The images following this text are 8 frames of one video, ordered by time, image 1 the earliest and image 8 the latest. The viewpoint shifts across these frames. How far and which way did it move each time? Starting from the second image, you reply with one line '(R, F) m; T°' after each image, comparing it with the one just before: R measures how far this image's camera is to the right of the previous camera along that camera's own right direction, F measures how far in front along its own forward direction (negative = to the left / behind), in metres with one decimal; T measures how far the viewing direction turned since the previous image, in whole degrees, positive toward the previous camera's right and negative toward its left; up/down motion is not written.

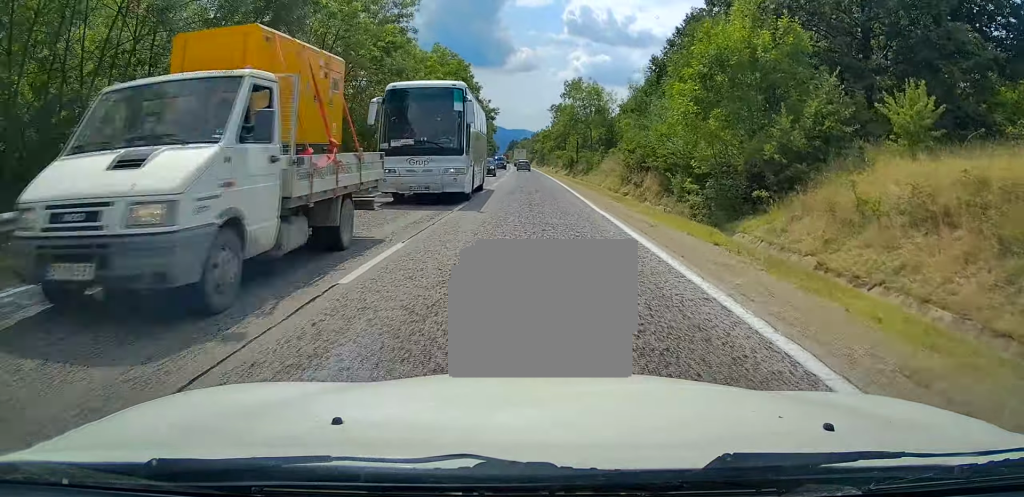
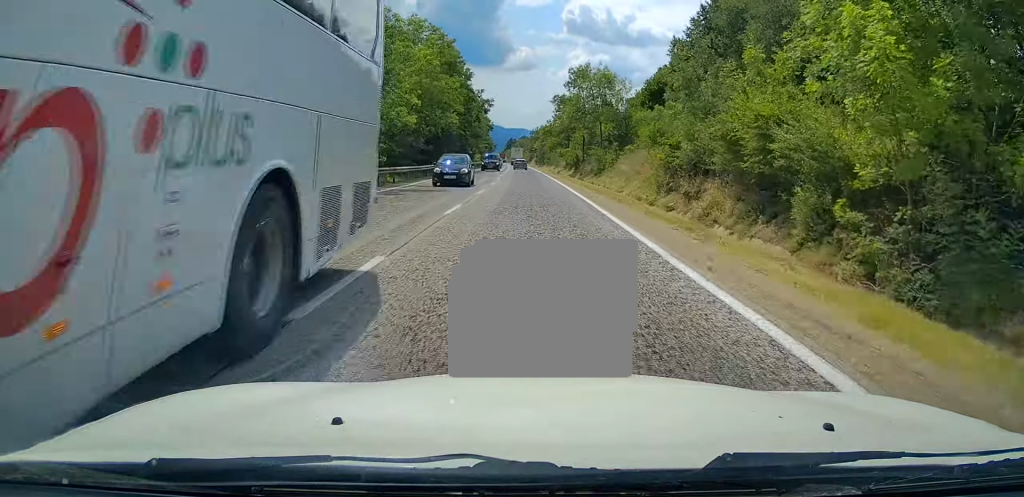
(0.0, +10.9) m; 0°
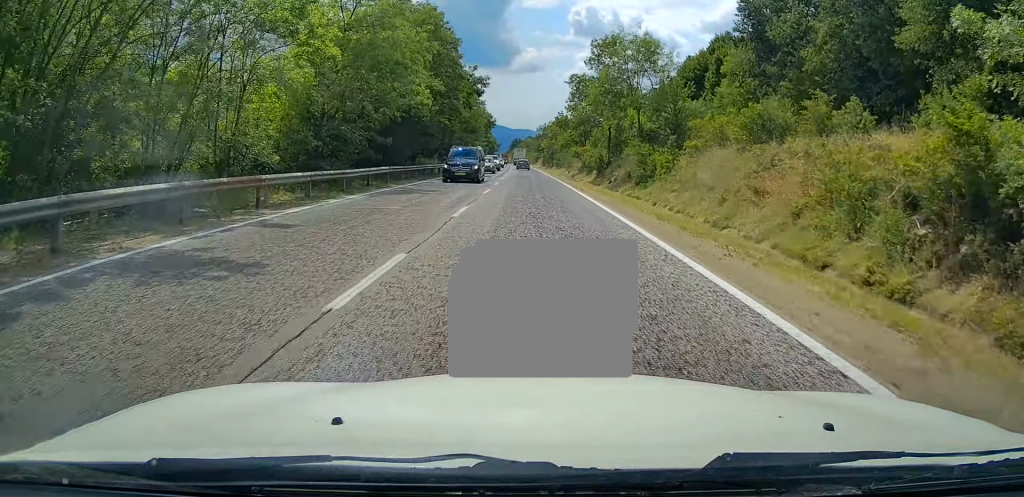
(0.0, +17.9) m; 0°
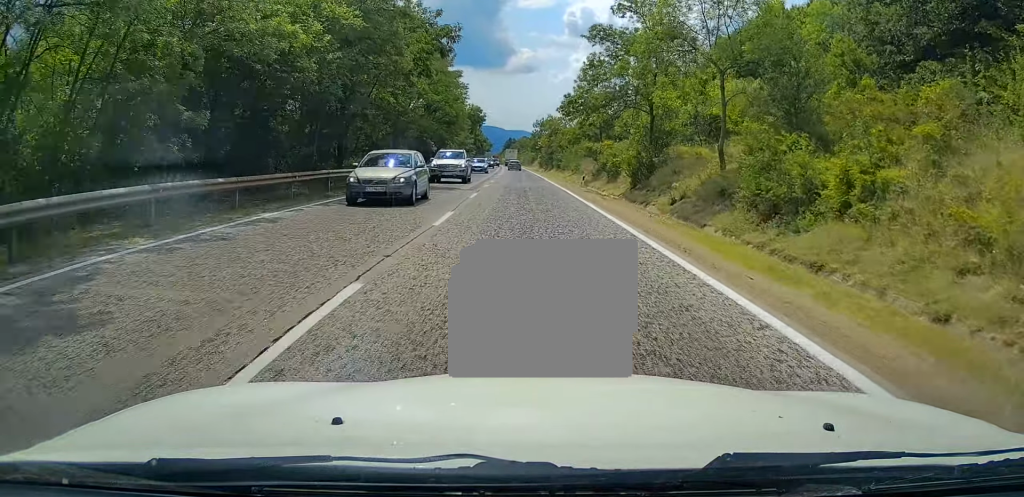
(0.0, +19.8) m; 0°
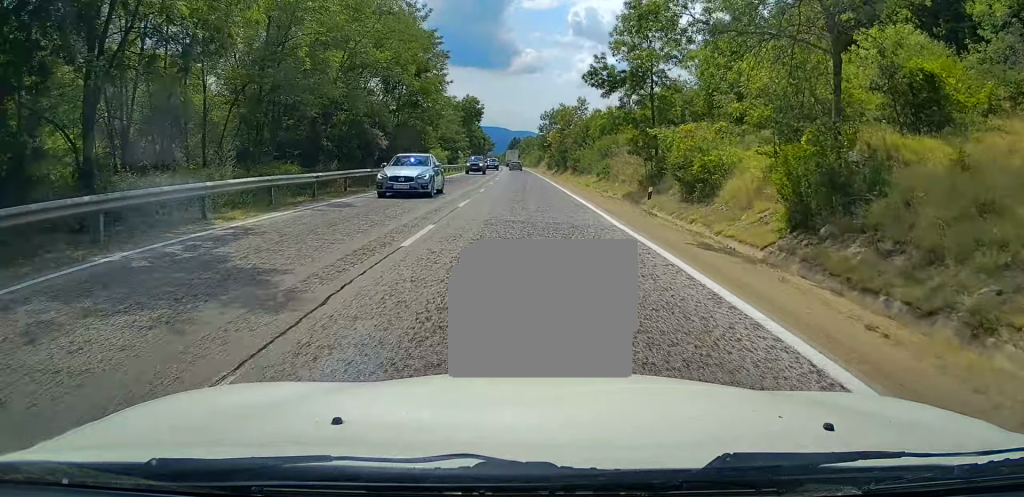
(0.0, +20.5) m; 0°
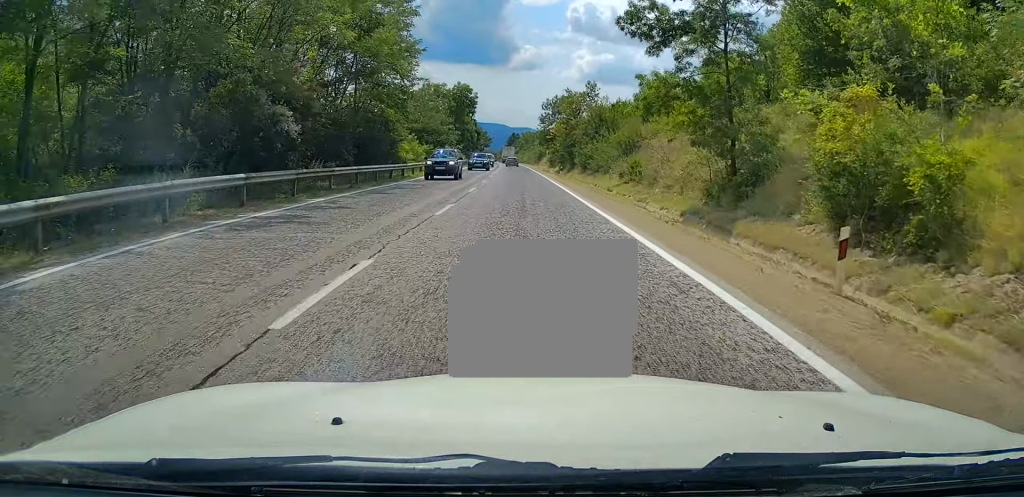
(0.0, +12.9) m; 0°
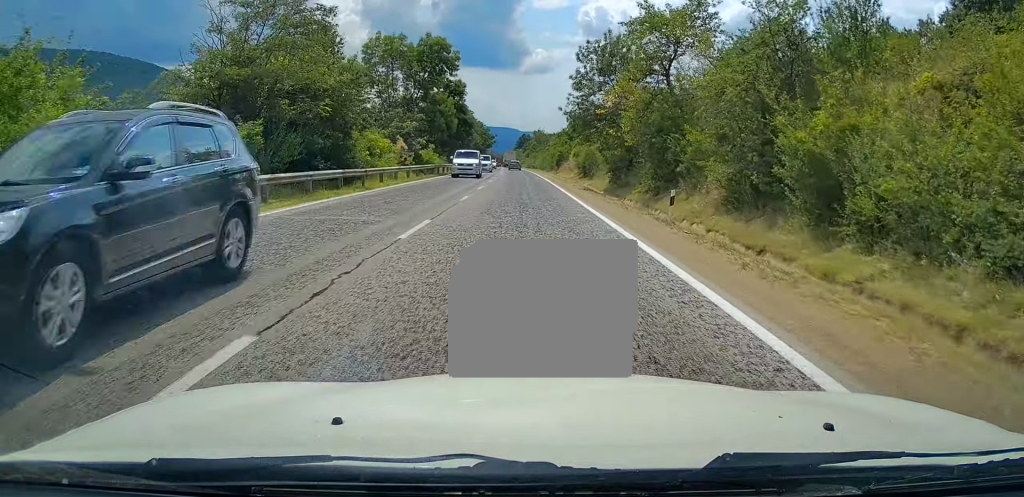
(-0.2, +40.2) m; -1°
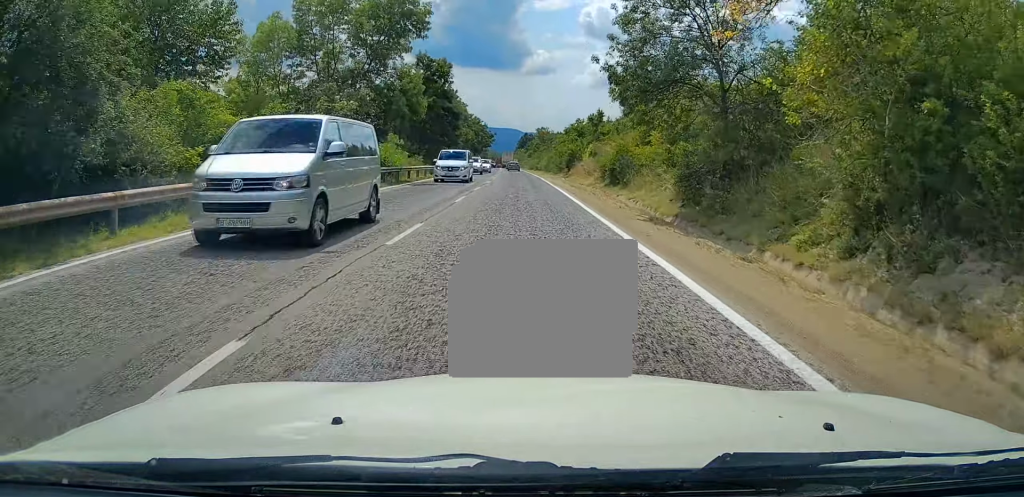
(-0.2, +18.2) m; 0°
